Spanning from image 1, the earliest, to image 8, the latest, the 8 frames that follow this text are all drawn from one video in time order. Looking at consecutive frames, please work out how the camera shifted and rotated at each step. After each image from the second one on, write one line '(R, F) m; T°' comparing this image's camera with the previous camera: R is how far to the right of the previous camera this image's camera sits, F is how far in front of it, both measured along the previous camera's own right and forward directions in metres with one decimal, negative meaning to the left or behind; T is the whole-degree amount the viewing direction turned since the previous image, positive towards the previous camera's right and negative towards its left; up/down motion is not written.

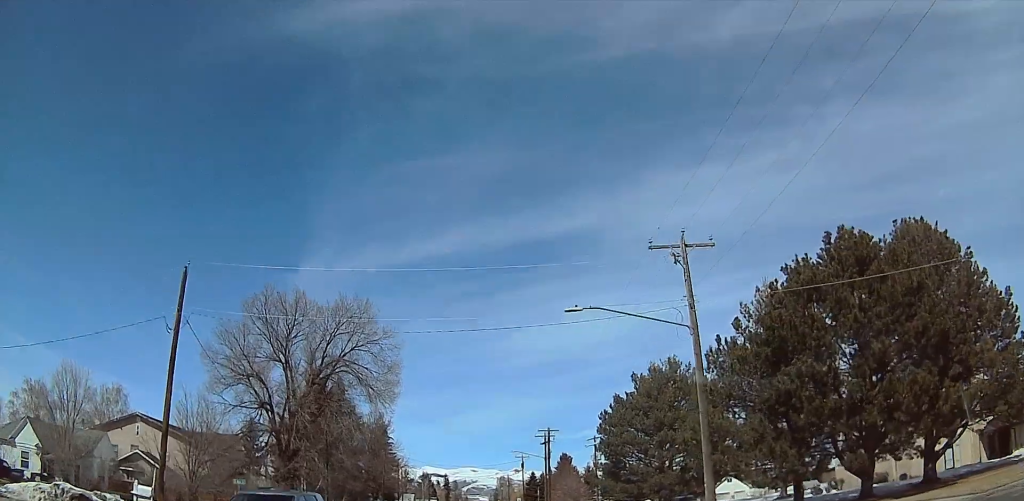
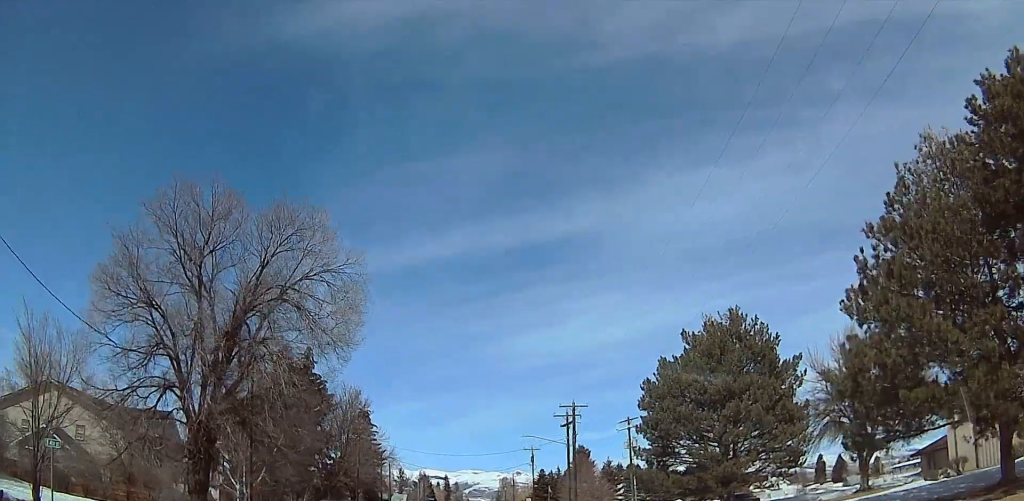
(0.0, +17.9) m; 0°
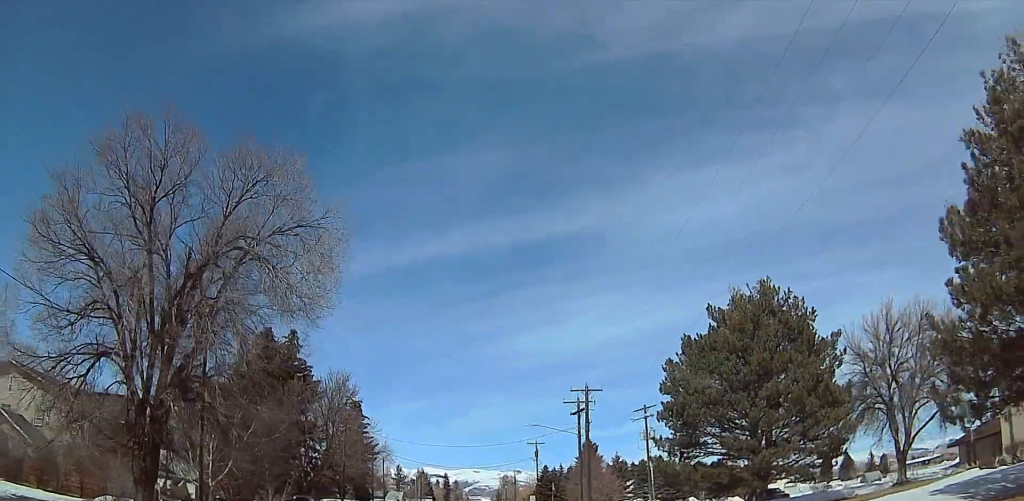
(0.0, +6.3) m; 0°
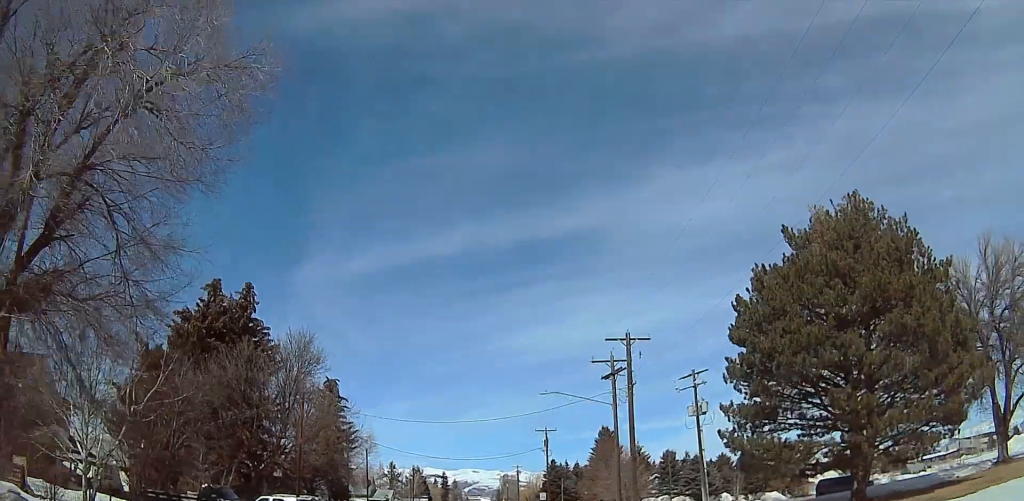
(0.0, +13.6) m; 0°
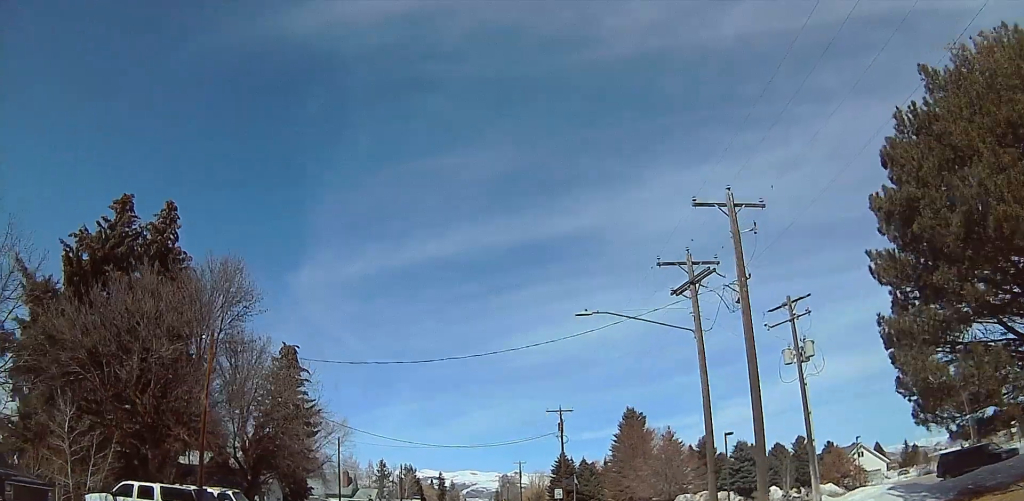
(0.0, +14.9) m; 0°
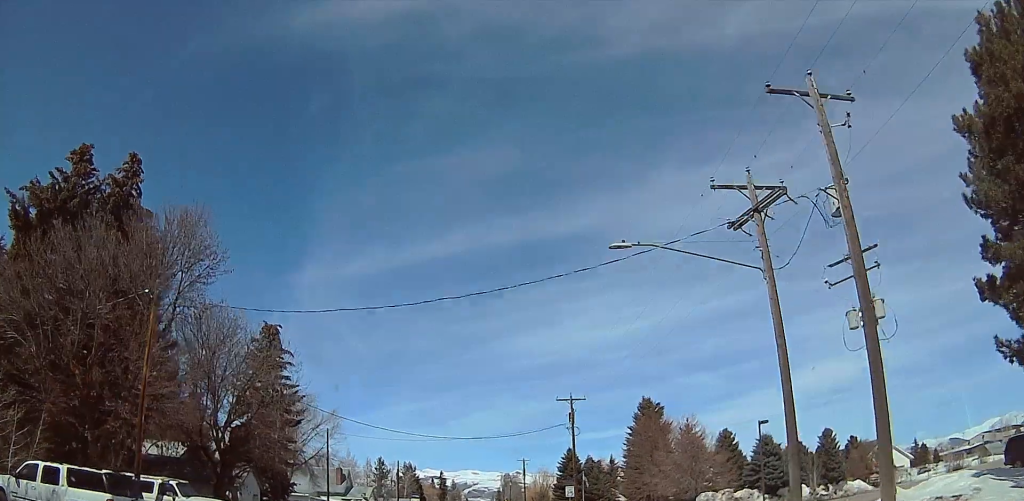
(0.0, +5.7) m; 0°
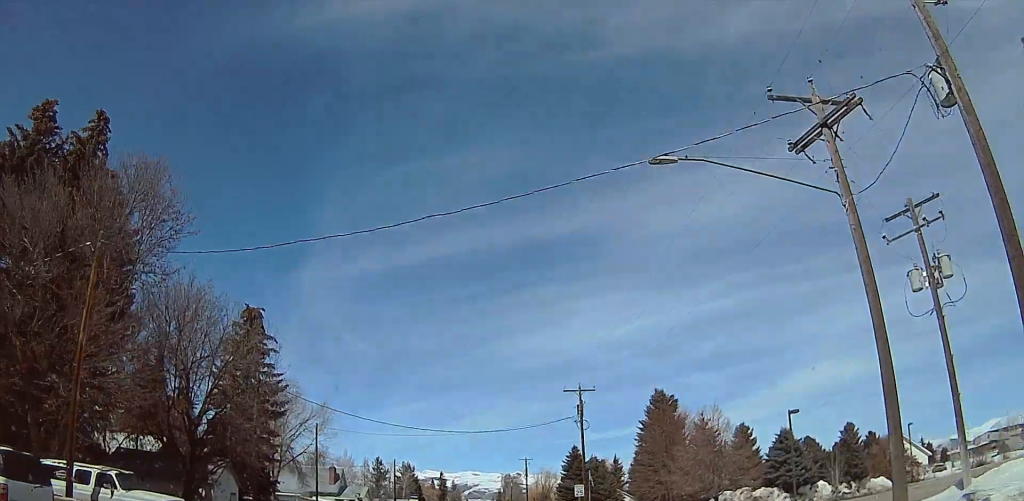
(0.0, +4.3) m; 0°
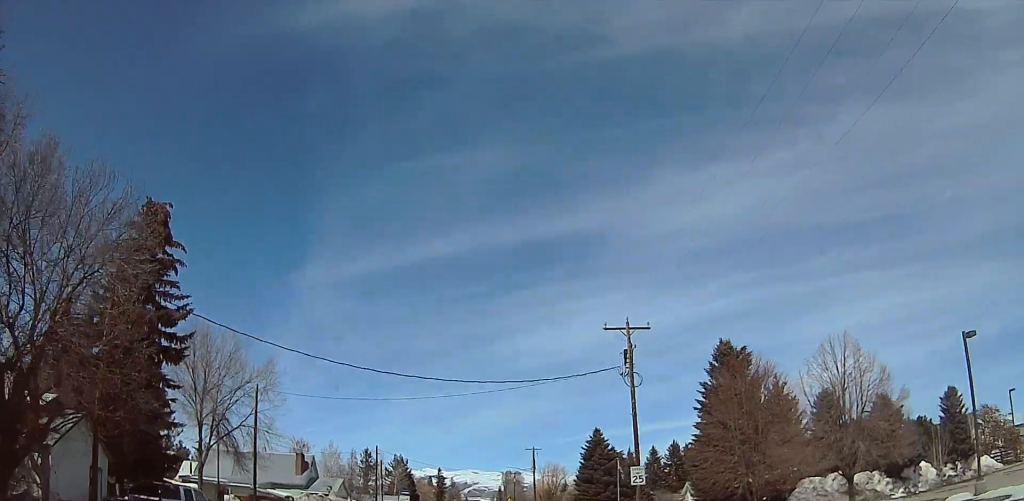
(0.0, +15.9) m; 0°
